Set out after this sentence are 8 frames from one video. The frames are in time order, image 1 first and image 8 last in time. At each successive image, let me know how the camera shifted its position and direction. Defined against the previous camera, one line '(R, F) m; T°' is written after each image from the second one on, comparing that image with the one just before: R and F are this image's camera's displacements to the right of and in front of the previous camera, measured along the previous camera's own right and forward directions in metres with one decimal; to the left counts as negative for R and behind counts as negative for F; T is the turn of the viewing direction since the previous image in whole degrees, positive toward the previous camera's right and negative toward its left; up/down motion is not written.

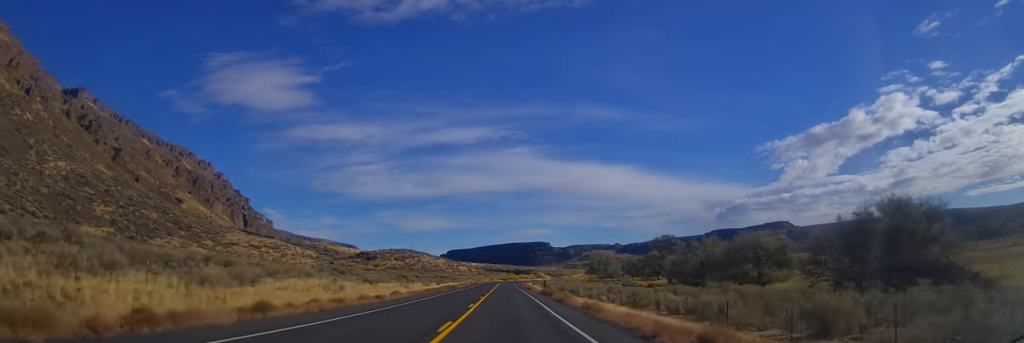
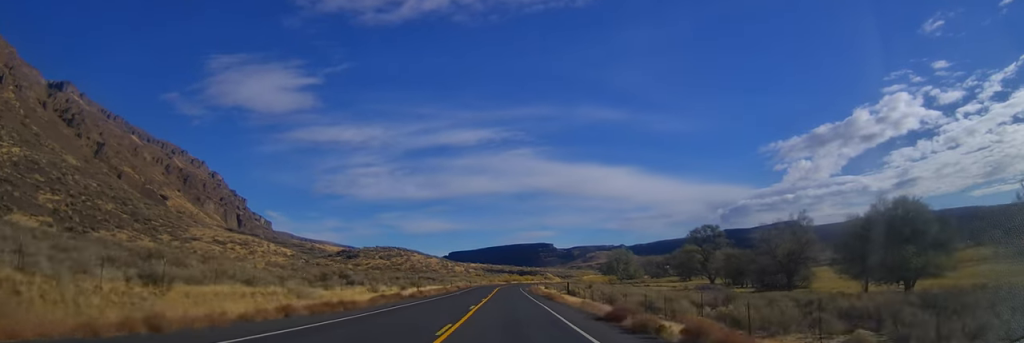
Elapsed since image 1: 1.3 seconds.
(+0.1, +37.4) m; 0°
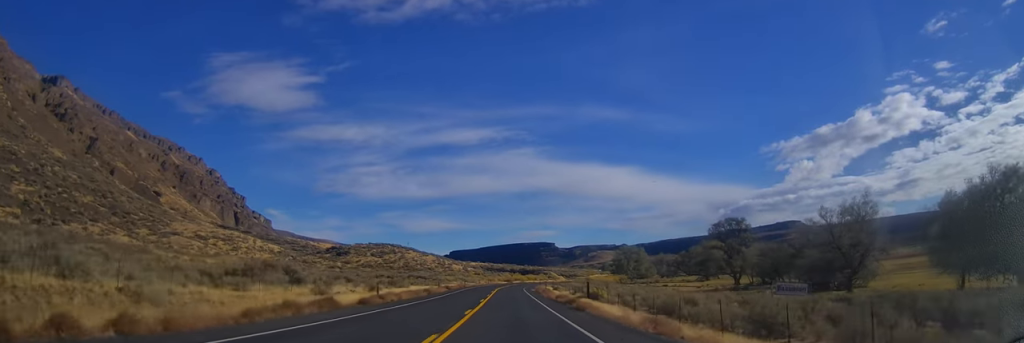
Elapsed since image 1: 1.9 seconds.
(0.0, +16.2) m; 0°
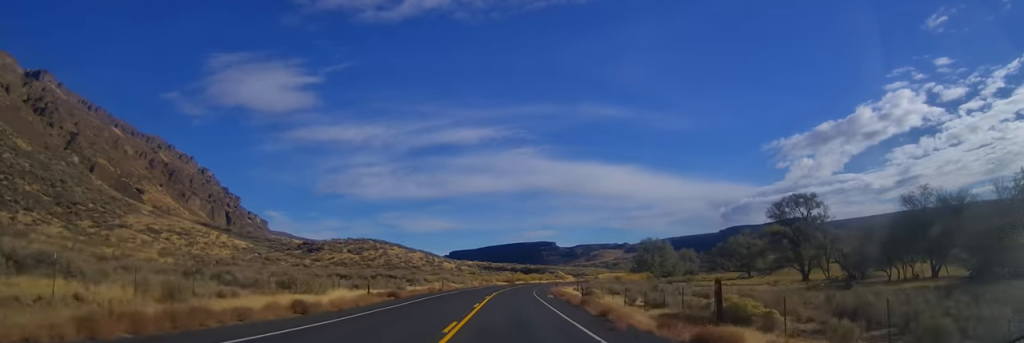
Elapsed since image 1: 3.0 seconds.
(0.0, +33.0) m; 0°
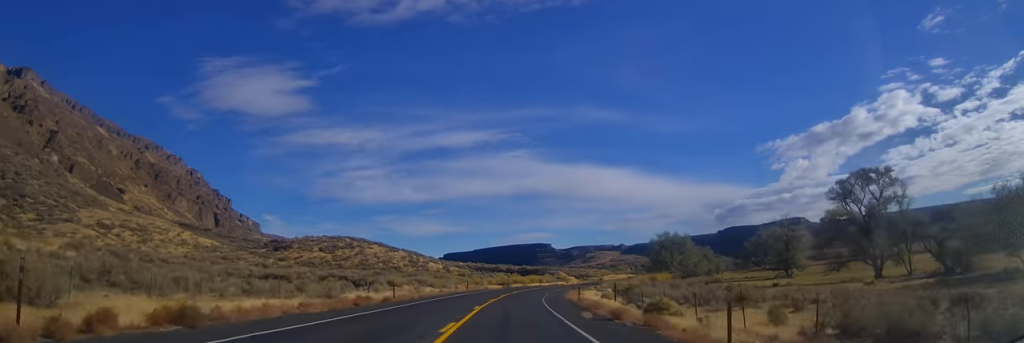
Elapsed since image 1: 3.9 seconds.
(-0.1, +24.1) m; 0°
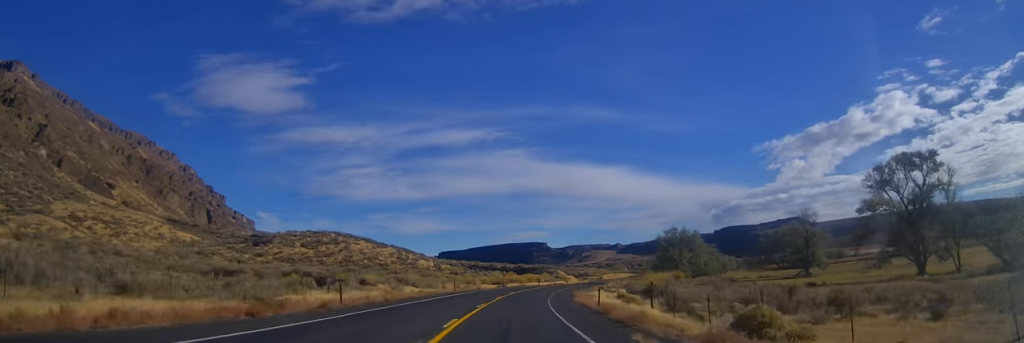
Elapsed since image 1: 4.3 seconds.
(-0.1, +11.1) m; 0°
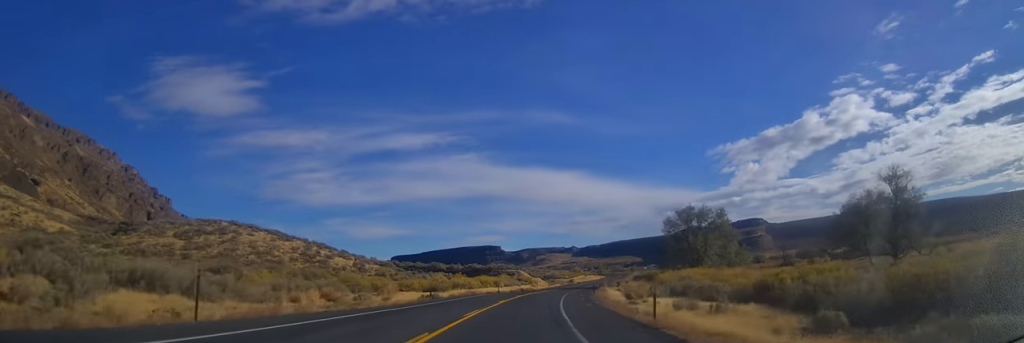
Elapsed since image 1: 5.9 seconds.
(+1.2, +42.5) m; +3°
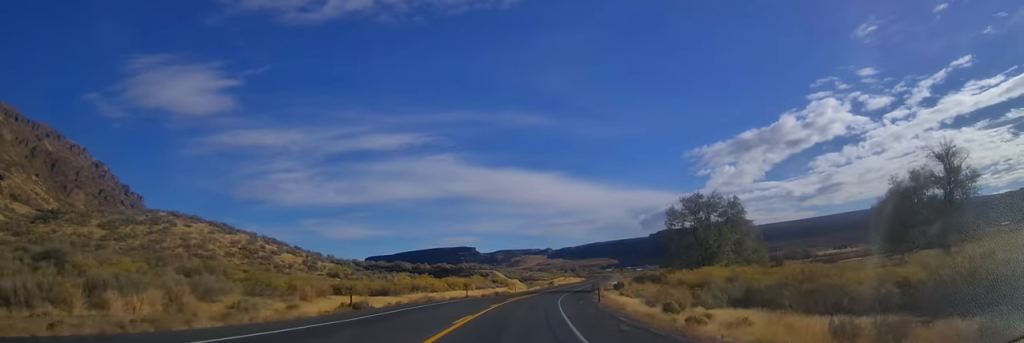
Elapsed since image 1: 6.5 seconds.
(+0.1, +16.1) m; +2°
